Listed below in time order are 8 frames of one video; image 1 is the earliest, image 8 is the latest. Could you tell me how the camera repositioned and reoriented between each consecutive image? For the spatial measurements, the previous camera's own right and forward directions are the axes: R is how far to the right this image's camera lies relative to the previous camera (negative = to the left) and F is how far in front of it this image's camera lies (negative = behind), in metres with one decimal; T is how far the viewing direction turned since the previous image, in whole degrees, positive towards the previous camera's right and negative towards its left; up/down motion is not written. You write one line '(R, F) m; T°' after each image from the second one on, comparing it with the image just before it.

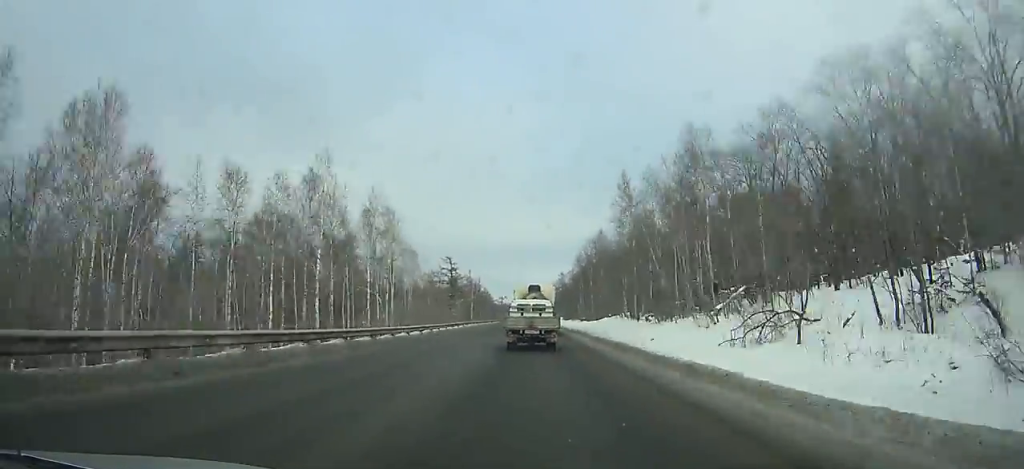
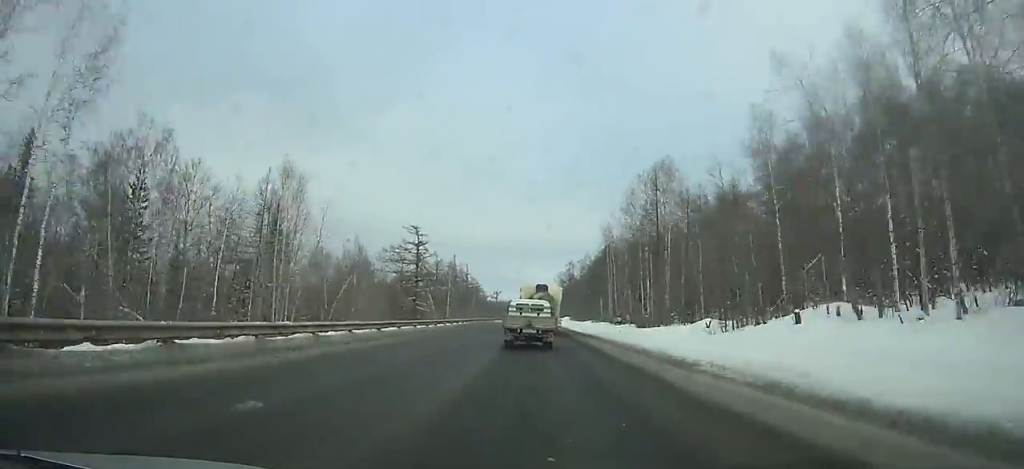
(+0.1, +51.4) m; 0°
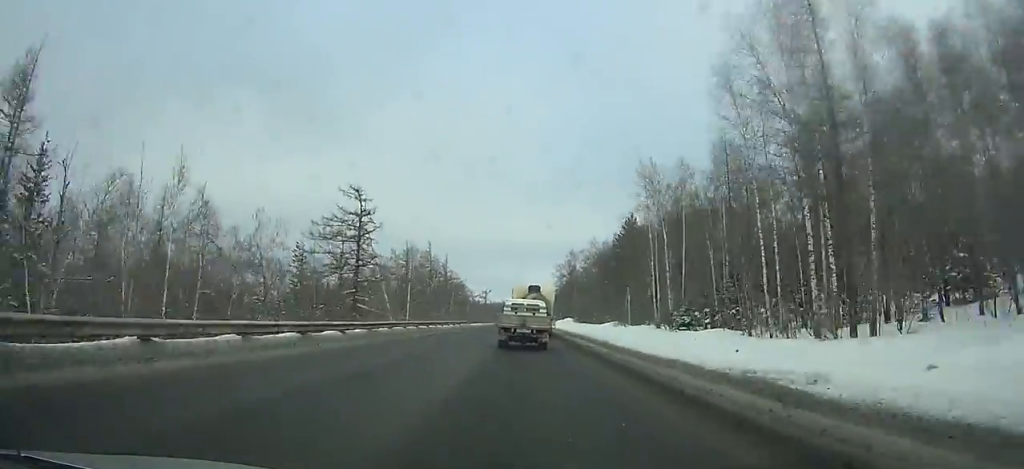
(+0.1, +36.0) m; 0°
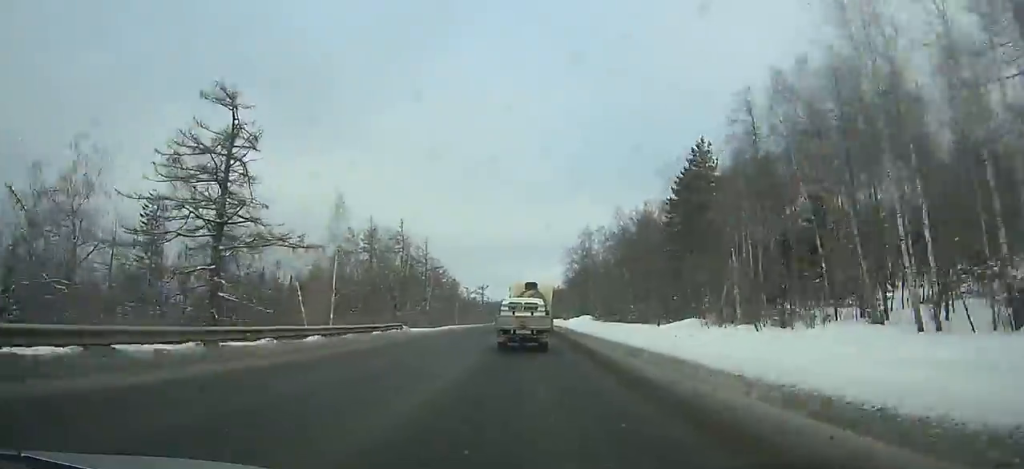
(+0.5, +37.6) m; 0°
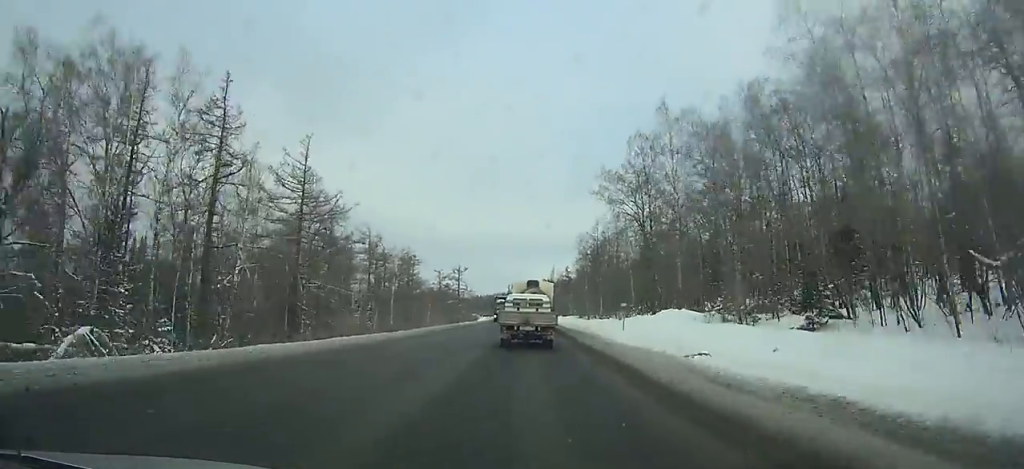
(-0.3, +75.0) m; 0°
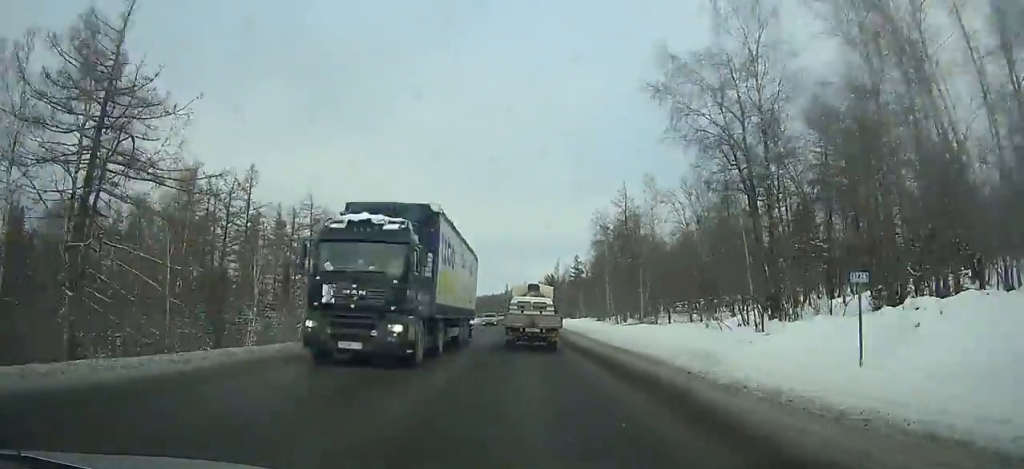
(+0.1, +34.3) m; 0°
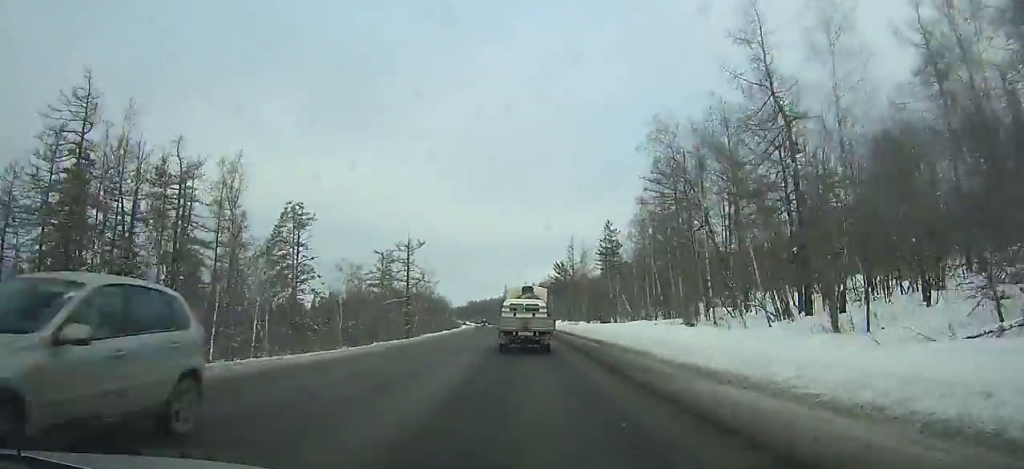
(0.0, +48.6) m; -1°
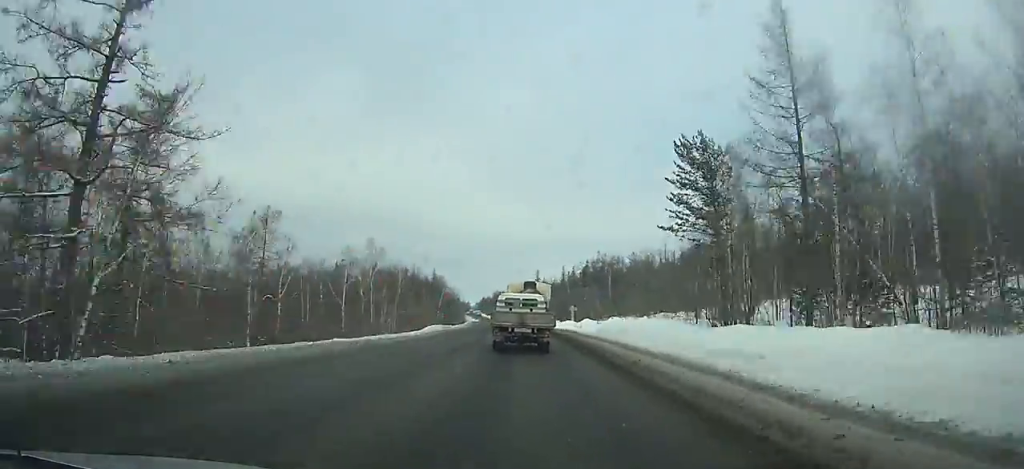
(-2.1, +88.0) m; -2°
